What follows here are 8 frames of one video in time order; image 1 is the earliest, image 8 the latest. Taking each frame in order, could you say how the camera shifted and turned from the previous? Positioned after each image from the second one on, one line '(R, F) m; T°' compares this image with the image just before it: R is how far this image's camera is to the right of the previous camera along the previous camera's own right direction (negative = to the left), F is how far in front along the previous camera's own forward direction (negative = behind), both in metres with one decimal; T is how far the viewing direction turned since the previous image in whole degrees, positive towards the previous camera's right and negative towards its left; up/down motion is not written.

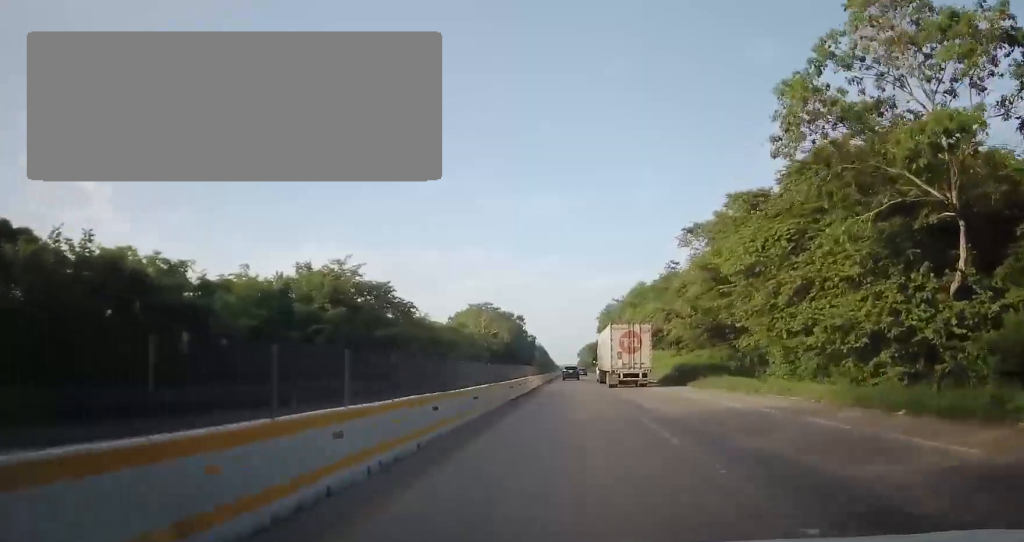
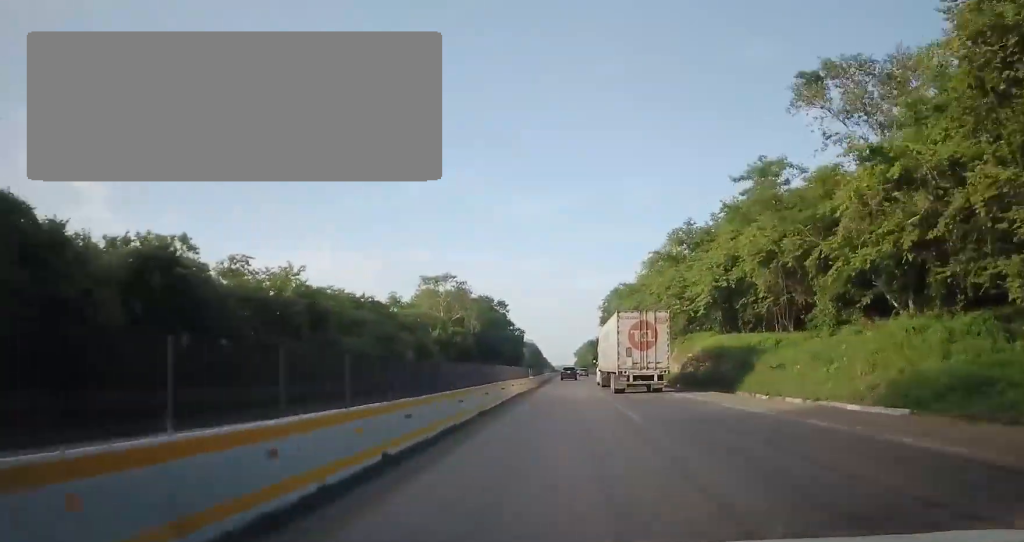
(+0.3, +41.9) m; +1°
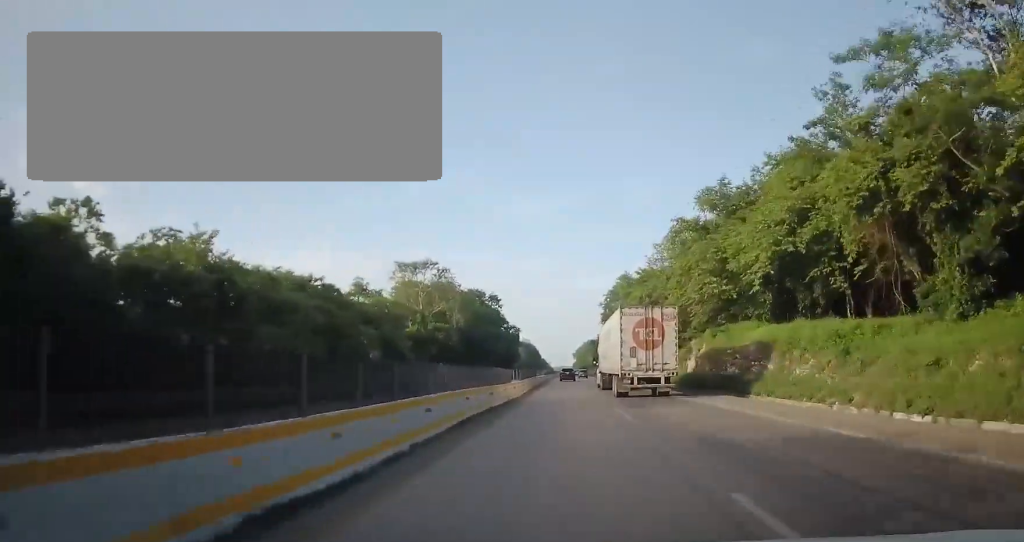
(+0.2, +13.2) m; 0°
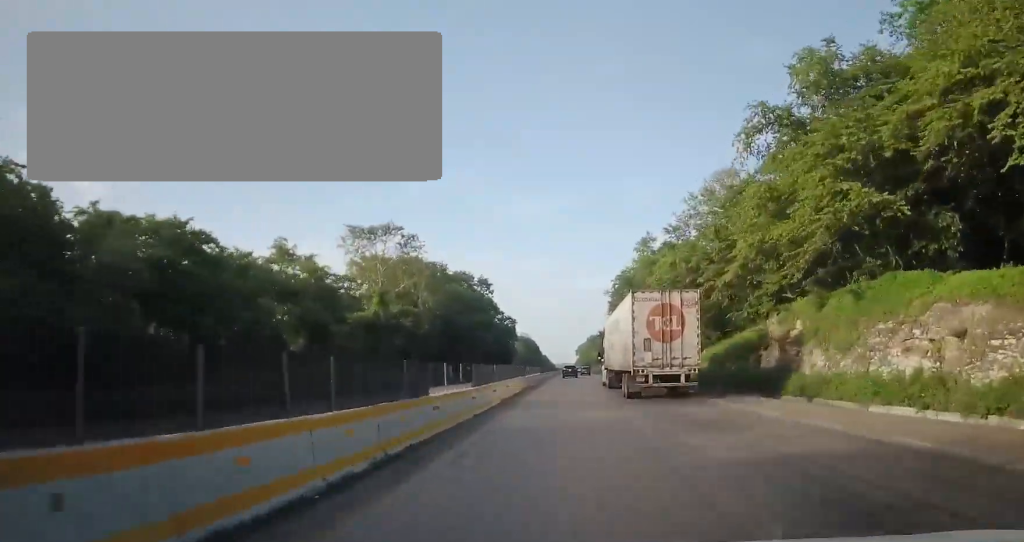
(-0.1, +19.7) m; 0°
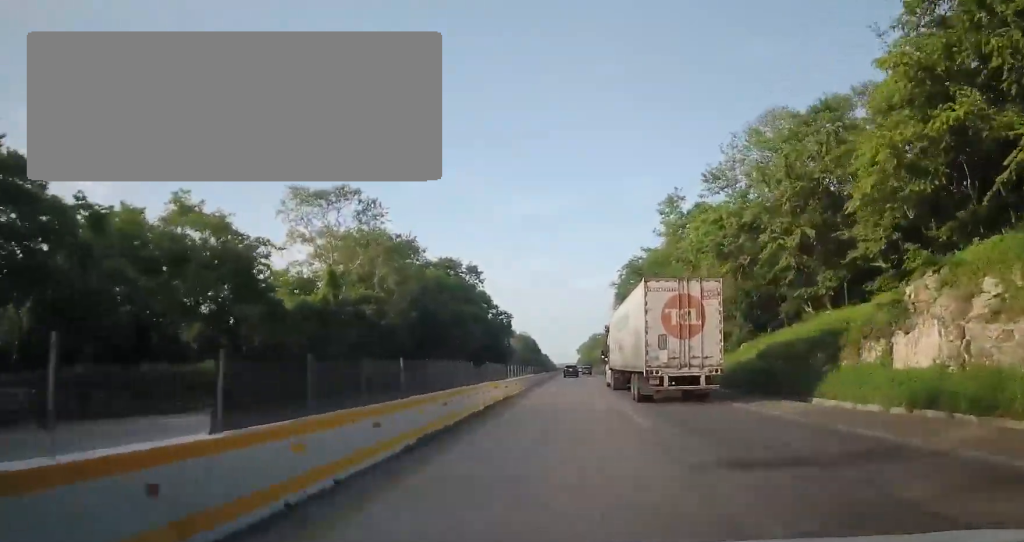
(-0.1, +14.3) m; 0°
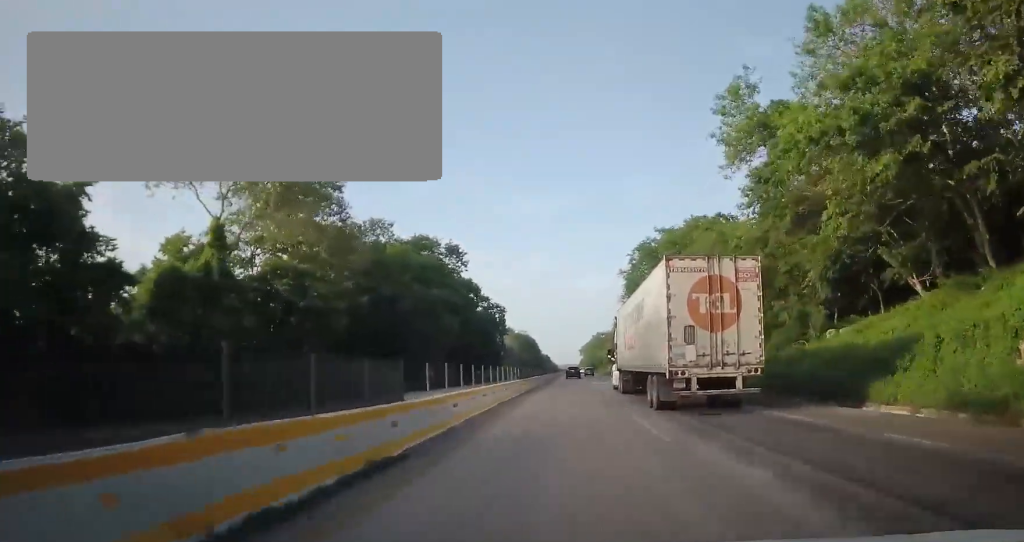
(0.0, +18.0) m; 0°
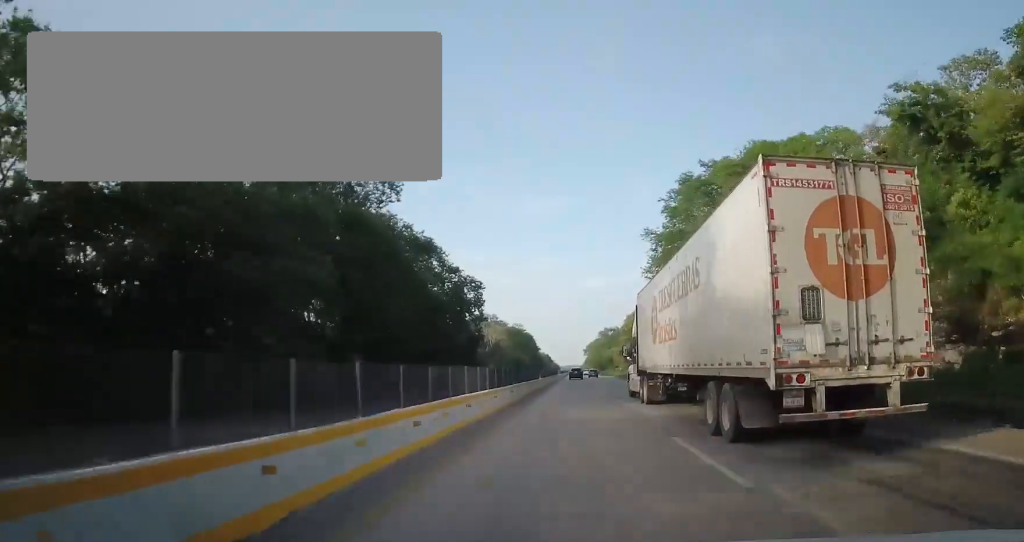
(0.0, +35.1) m; 0°
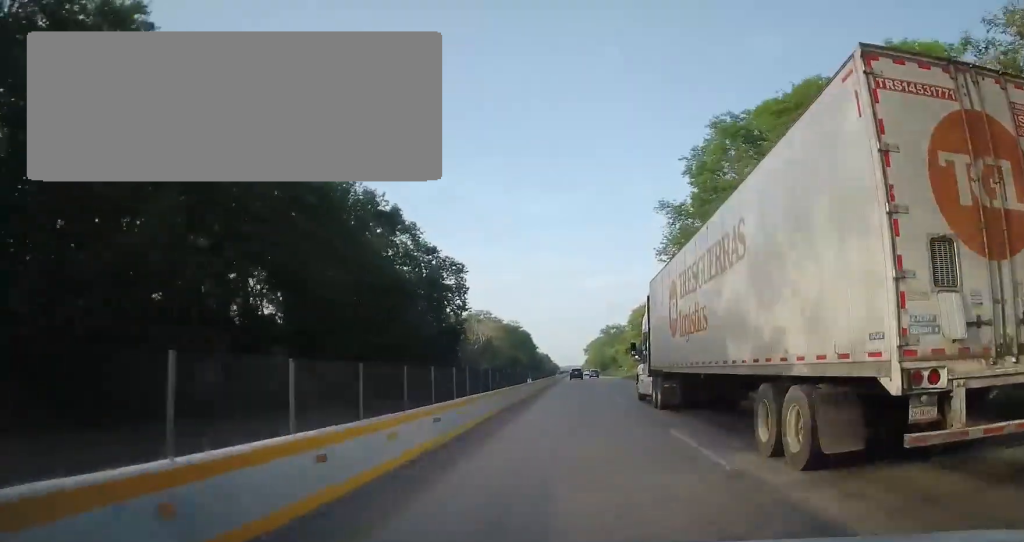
(0.0, +14.3) m; 0°
